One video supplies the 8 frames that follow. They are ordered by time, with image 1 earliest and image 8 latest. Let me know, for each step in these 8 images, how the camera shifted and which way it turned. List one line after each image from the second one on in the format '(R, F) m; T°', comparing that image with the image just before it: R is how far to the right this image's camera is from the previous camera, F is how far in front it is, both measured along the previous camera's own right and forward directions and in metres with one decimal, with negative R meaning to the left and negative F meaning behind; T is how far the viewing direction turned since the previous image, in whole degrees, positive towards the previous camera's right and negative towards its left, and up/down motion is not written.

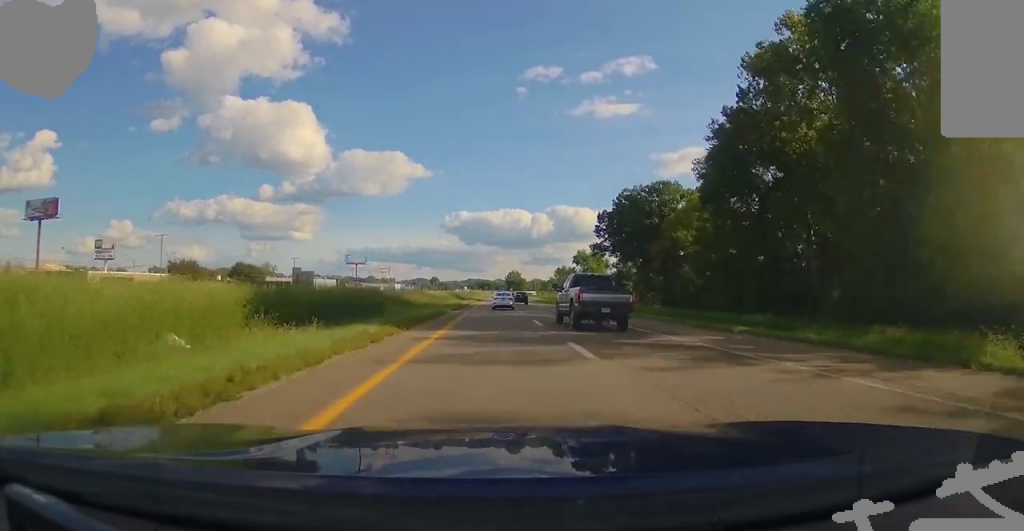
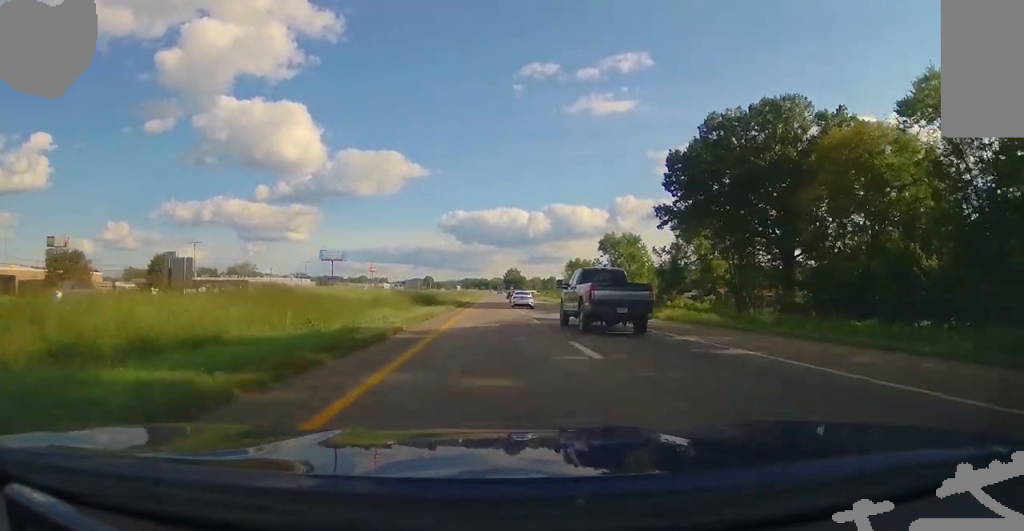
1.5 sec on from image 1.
(+0.1, +49.4) m; 0°
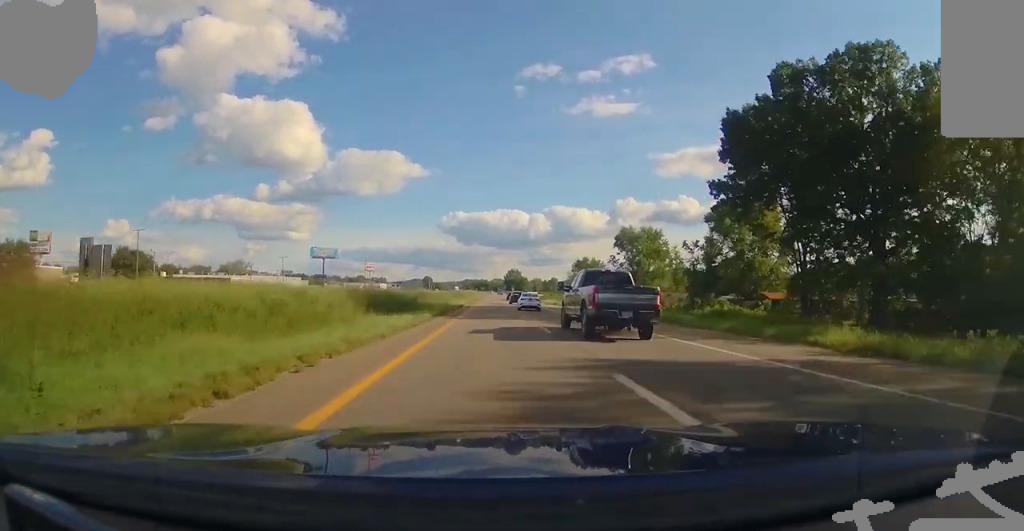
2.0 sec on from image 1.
(-0.1, +17.5) m; 0°
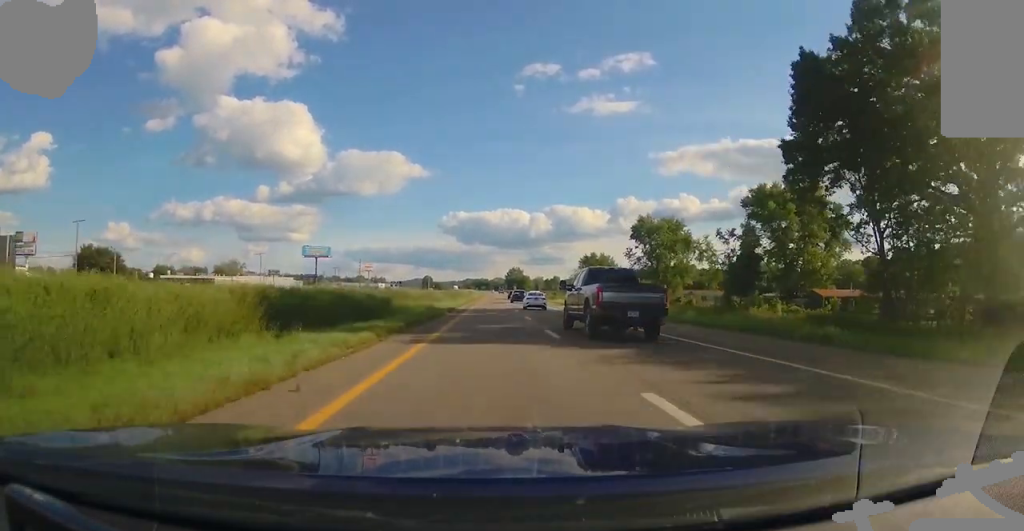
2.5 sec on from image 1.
(0.0, +14.2) m; 0°
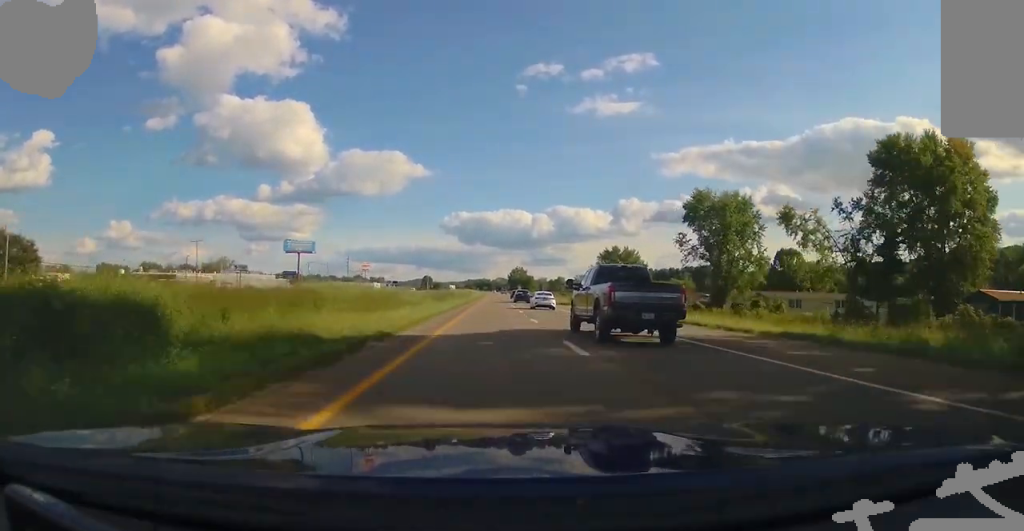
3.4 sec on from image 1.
(0.0, +29.5) m; 0°
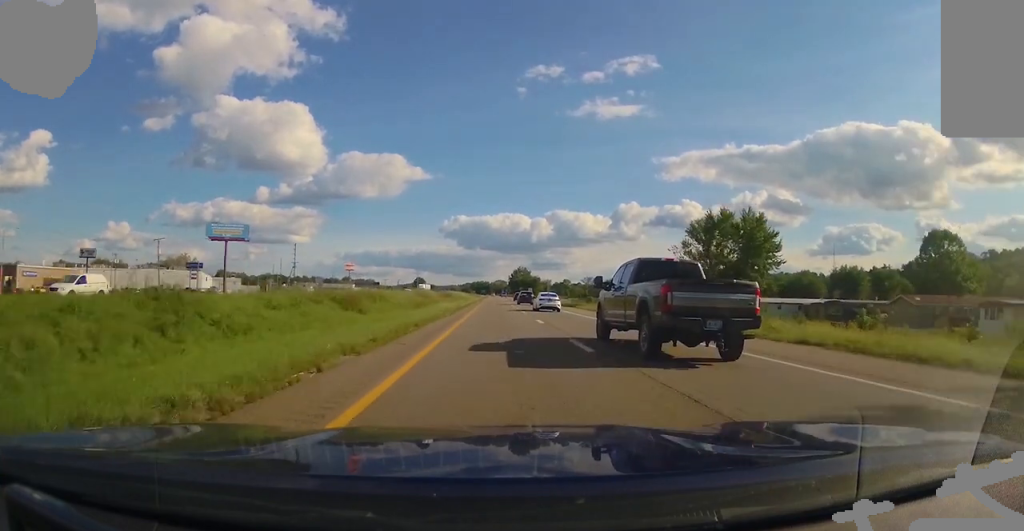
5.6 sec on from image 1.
(+0.1, +72.8) m; 0°
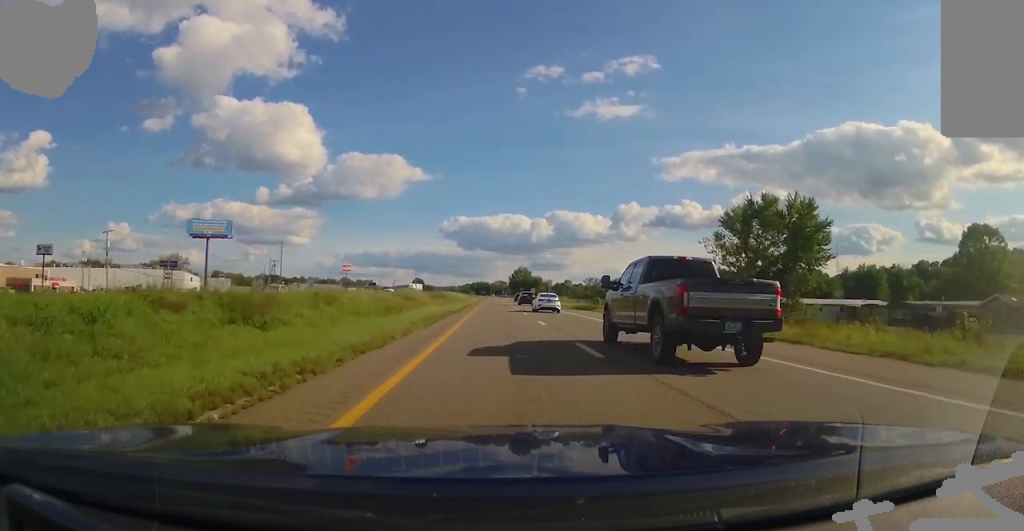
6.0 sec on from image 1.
(0.0, +13.1) m; 0°
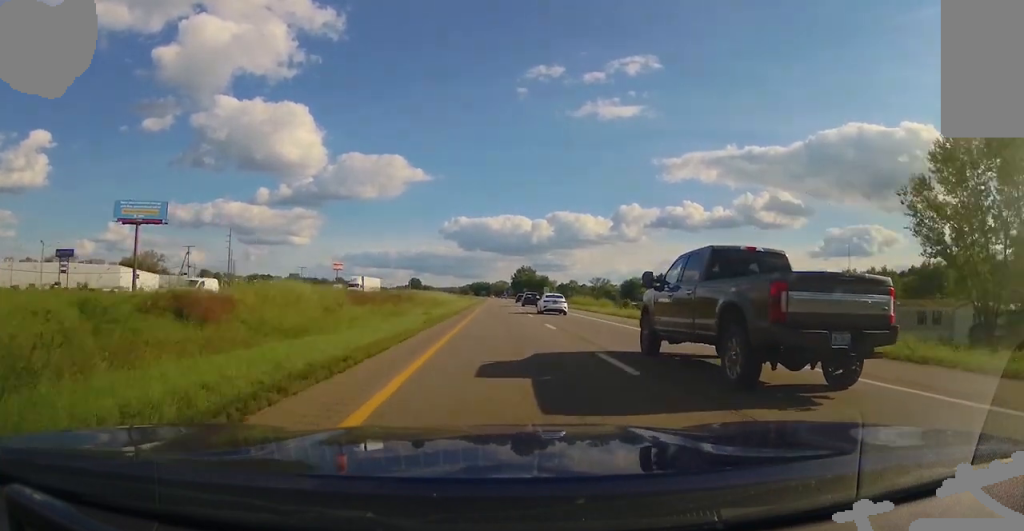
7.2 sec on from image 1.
(0.0, +39.3) m; 0°
